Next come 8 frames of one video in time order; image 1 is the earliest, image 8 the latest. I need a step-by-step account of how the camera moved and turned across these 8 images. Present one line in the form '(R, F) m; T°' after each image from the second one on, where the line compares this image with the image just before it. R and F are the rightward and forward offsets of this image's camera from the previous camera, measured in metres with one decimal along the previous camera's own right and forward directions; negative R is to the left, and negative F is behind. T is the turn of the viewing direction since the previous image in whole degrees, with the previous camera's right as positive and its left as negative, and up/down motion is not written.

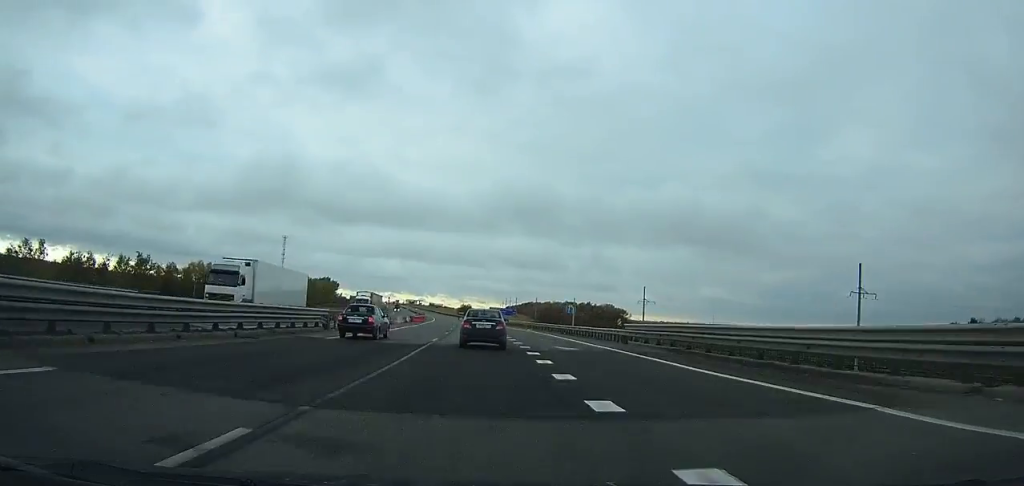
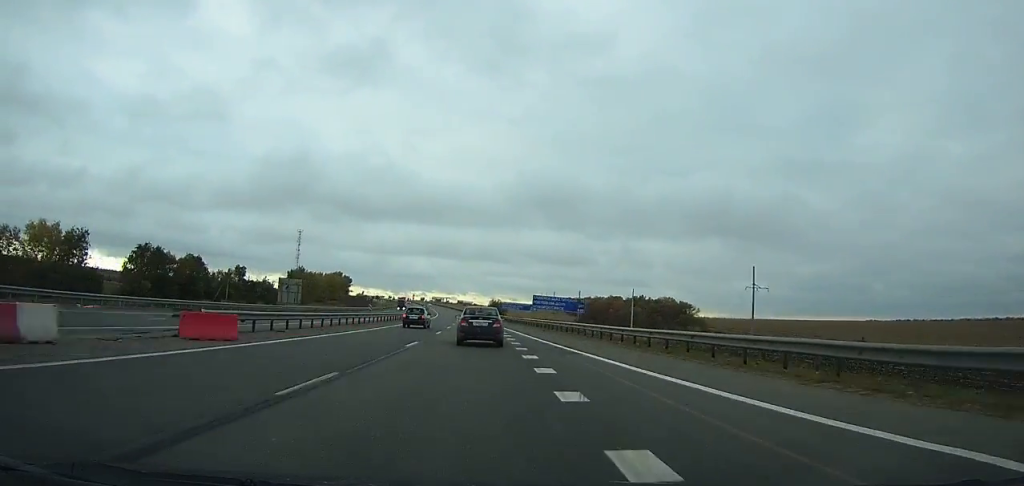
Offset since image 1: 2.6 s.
(-1.5, +69.7) m; -3°
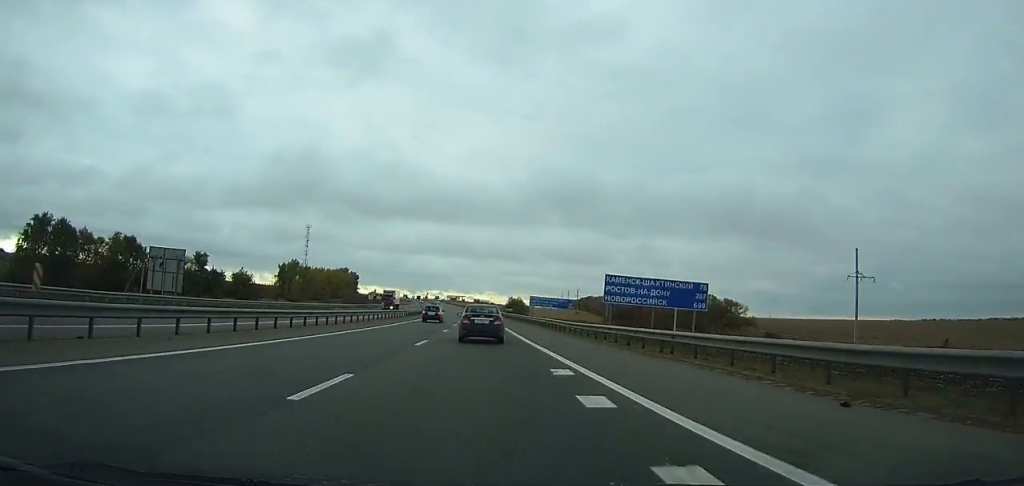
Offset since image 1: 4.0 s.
(-0.9, +38.2) m; -2°
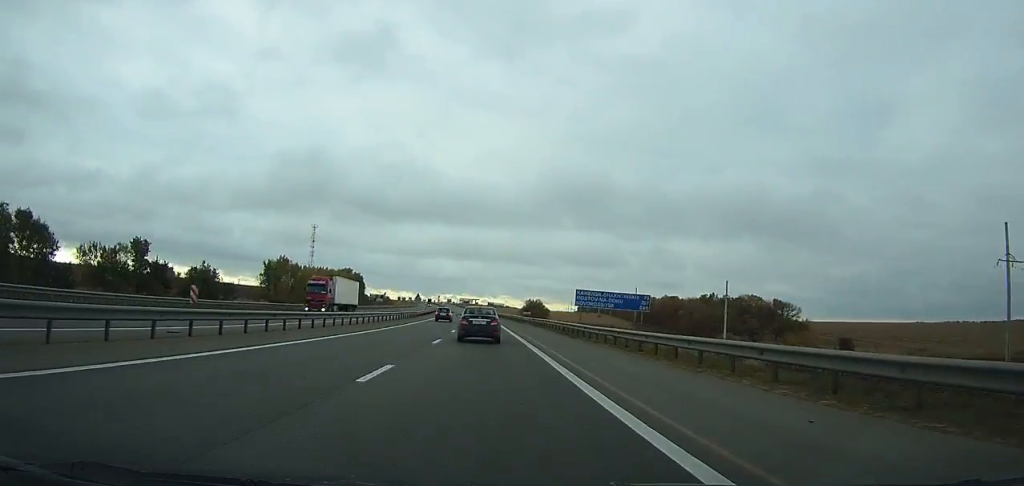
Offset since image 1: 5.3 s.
(-0.8, +35.8) m; -2°
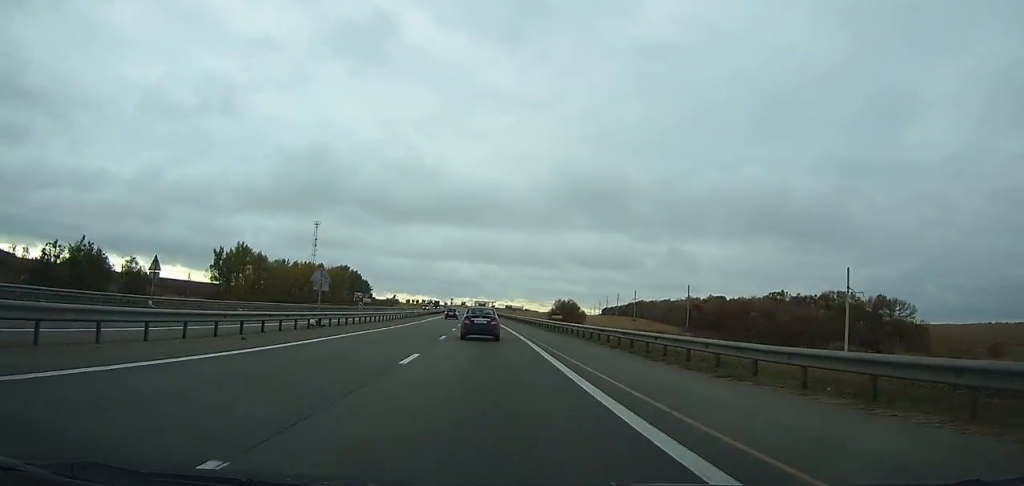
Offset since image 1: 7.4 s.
(-1.3, +57.8) m; -2°
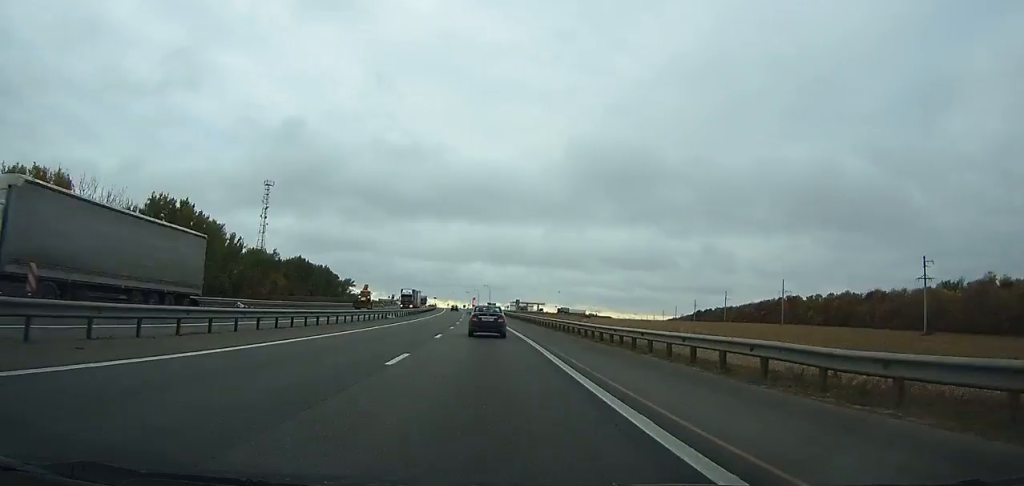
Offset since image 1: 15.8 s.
(-8.4, +224.9) m; -4°
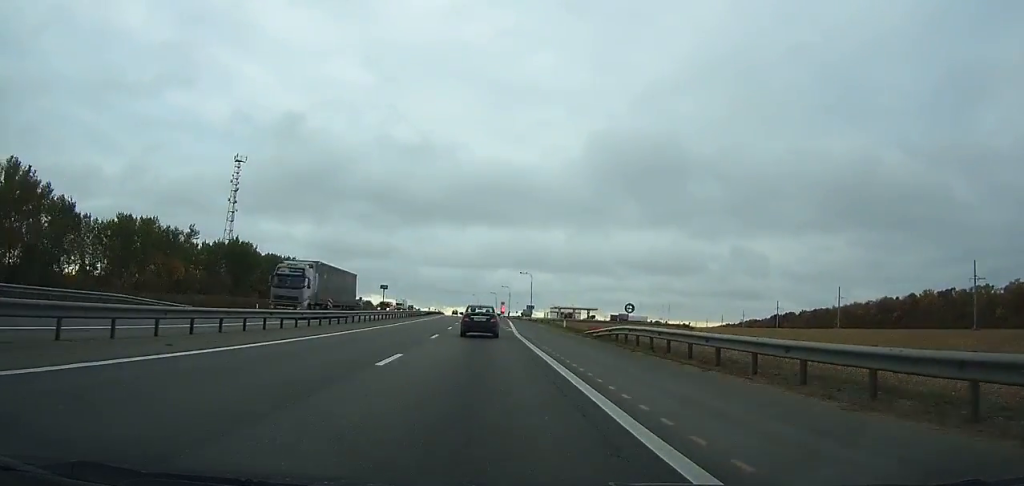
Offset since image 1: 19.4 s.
(-1.8, +88.7) m; -2°
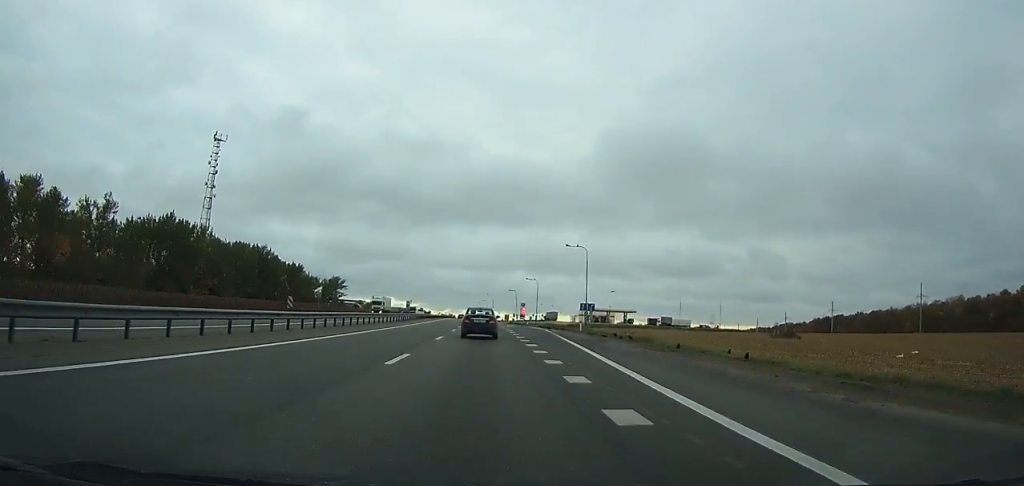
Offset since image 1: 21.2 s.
(-0.1, +43.2) m; -1°
